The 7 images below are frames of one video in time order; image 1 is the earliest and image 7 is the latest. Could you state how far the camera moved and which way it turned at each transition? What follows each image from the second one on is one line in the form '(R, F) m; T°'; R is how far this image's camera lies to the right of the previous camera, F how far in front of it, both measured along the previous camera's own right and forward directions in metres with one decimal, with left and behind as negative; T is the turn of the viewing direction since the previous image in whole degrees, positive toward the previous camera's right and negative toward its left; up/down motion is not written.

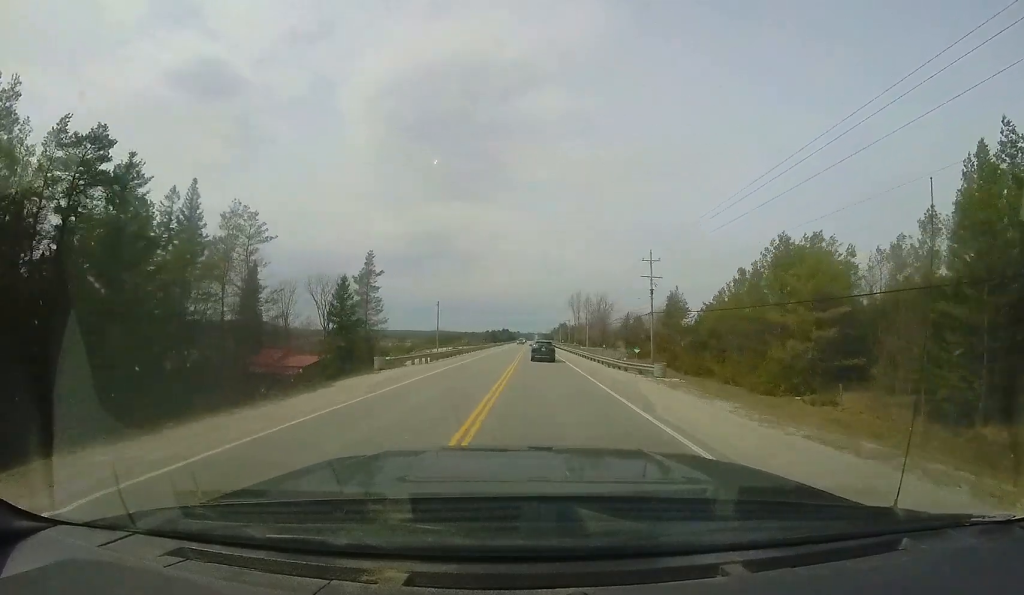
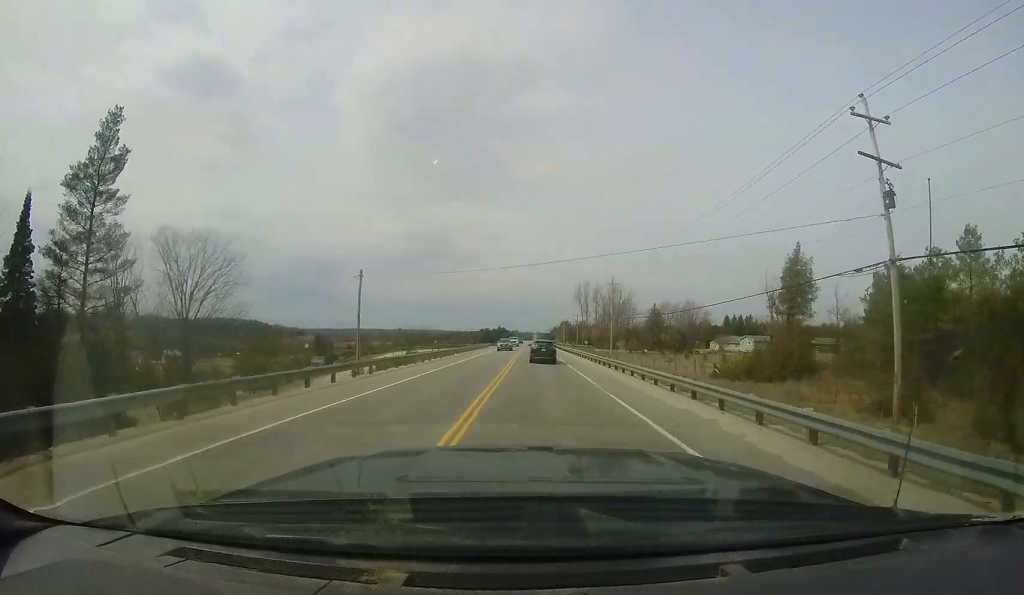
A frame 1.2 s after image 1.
(-0.3, +30.3) m; 0°
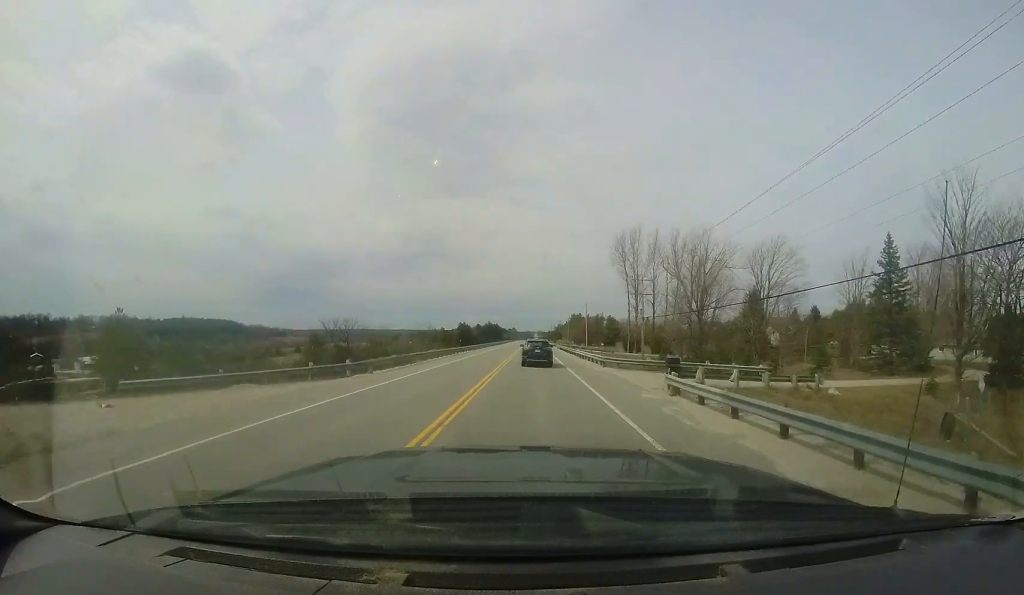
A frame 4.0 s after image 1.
(+1.5, +72.9) m; +3°
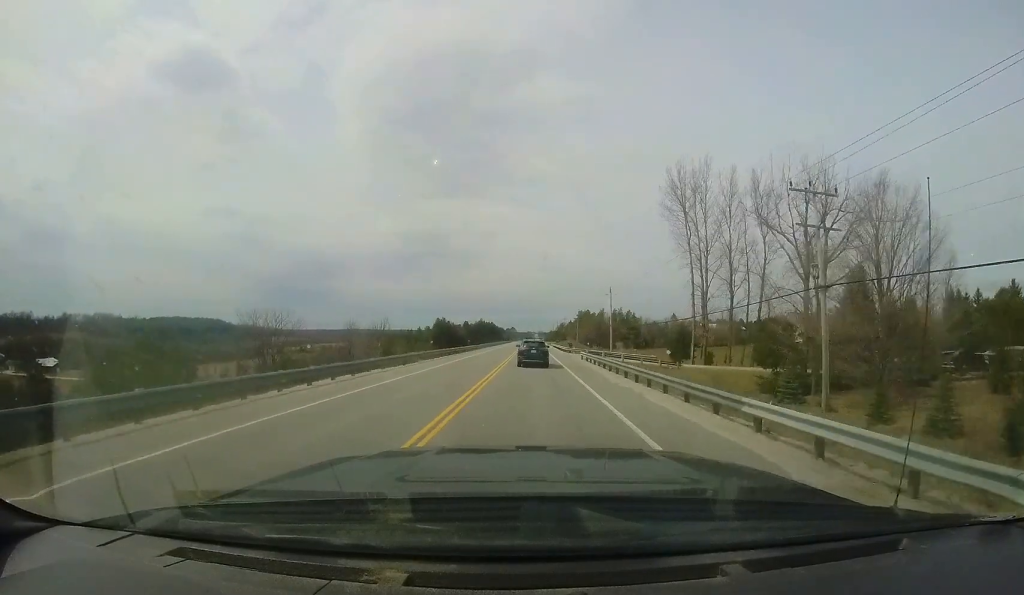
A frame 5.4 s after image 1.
(+0.2, +31.7) m; -1°
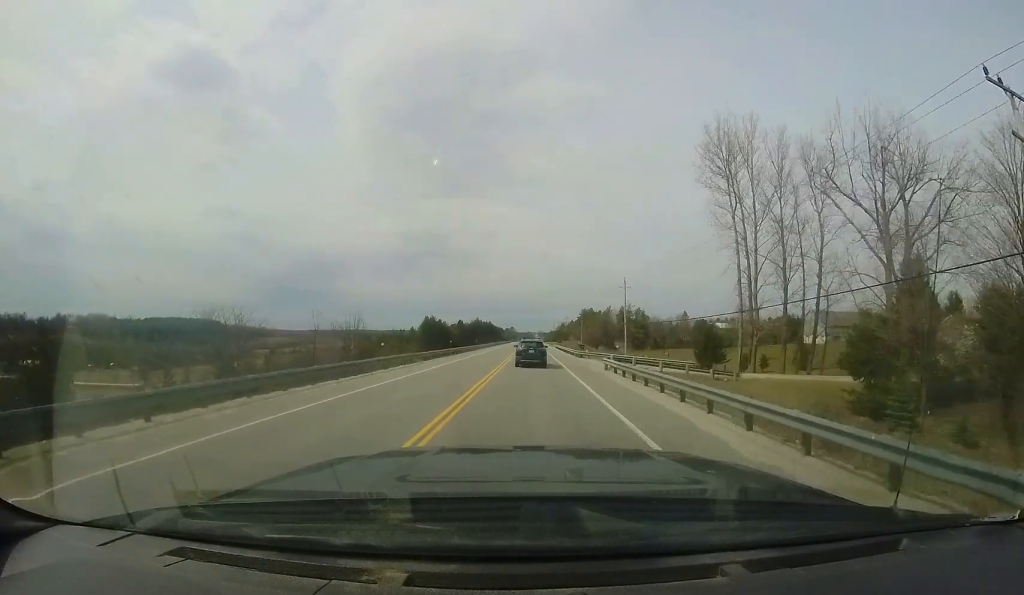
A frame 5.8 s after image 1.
(-0.3, +11.0) m; 0°
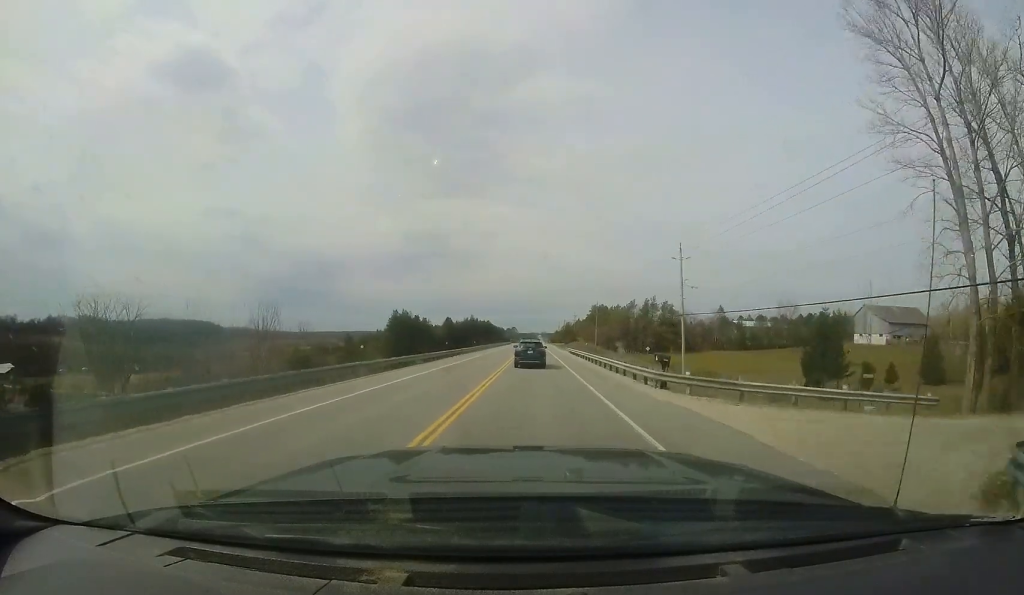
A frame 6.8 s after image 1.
(-0.2, +22.0) m; -1°
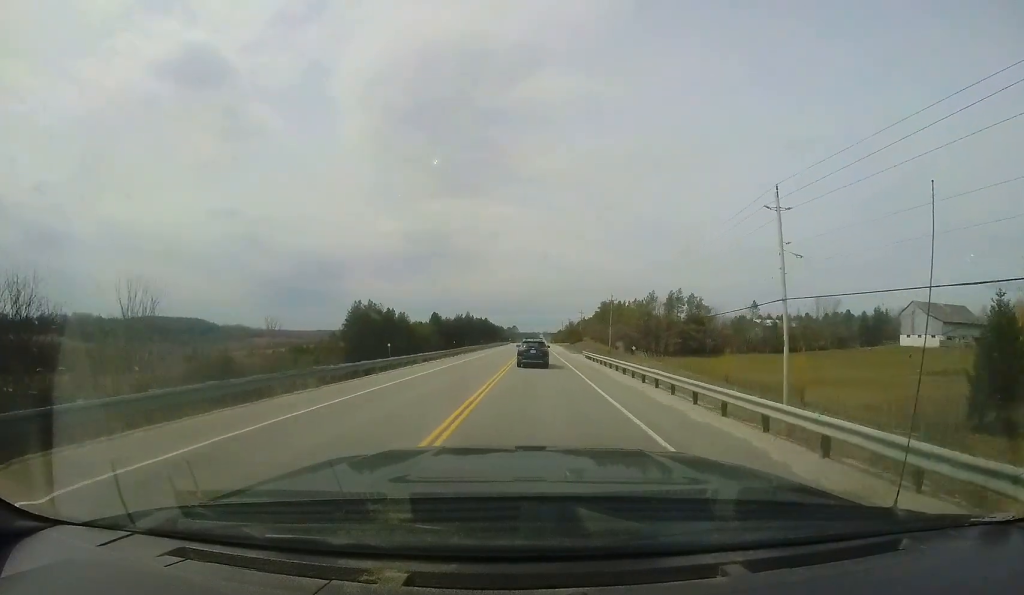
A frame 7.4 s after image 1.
(+0.3, +15.8) m; 0°
